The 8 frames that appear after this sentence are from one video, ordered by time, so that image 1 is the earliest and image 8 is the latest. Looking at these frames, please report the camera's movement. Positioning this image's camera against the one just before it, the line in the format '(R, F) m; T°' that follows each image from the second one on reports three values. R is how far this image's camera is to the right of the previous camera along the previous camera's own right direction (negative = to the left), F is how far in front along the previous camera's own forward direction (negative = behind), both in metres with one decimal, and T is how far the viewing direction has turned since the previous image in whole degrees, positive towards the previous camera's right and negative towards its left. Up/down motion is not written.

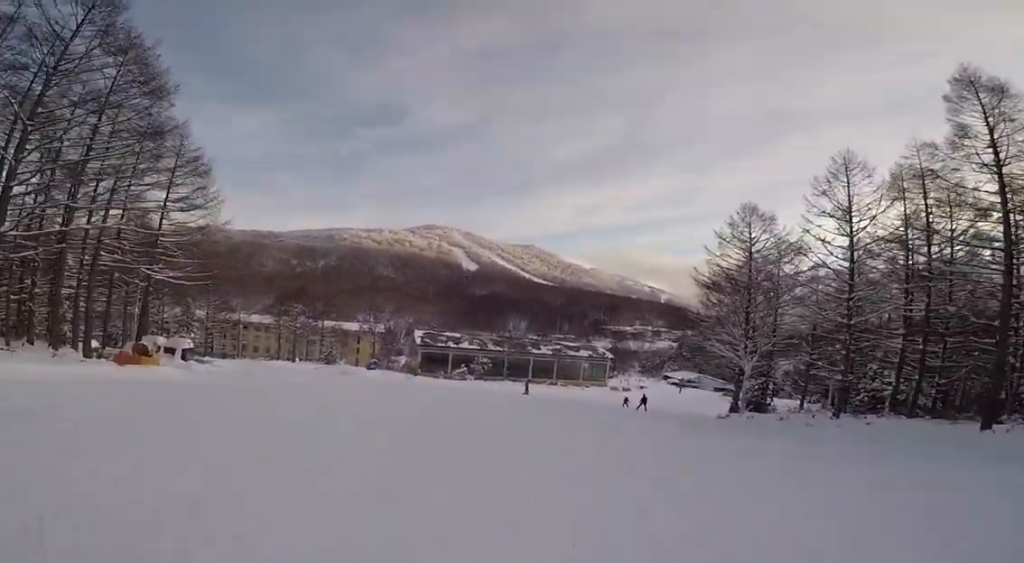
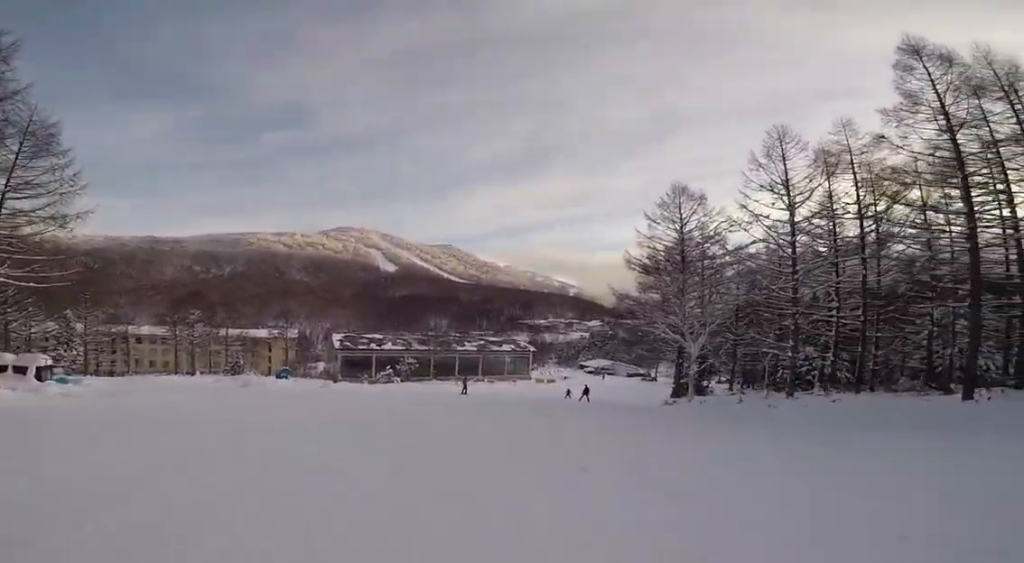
(+0.1, +5.1) m; +1°
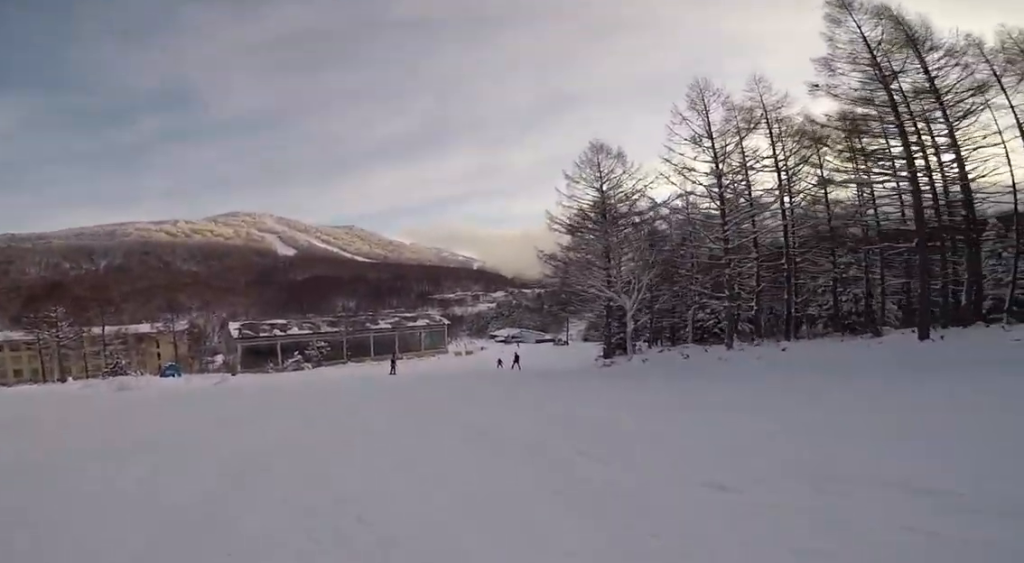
(0.0, +4.5) m; 0°
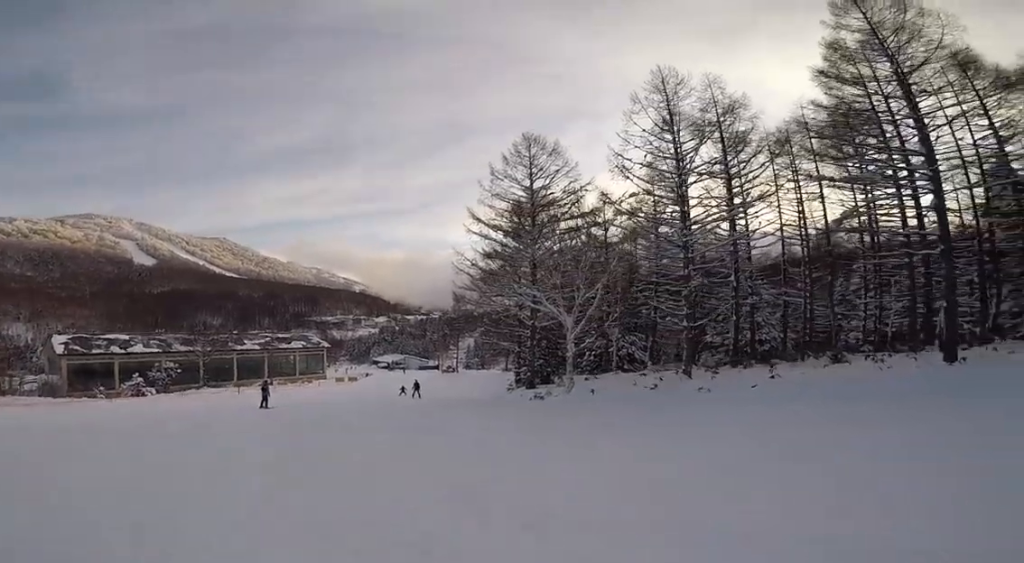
(0.0, +9.7) m; +10°
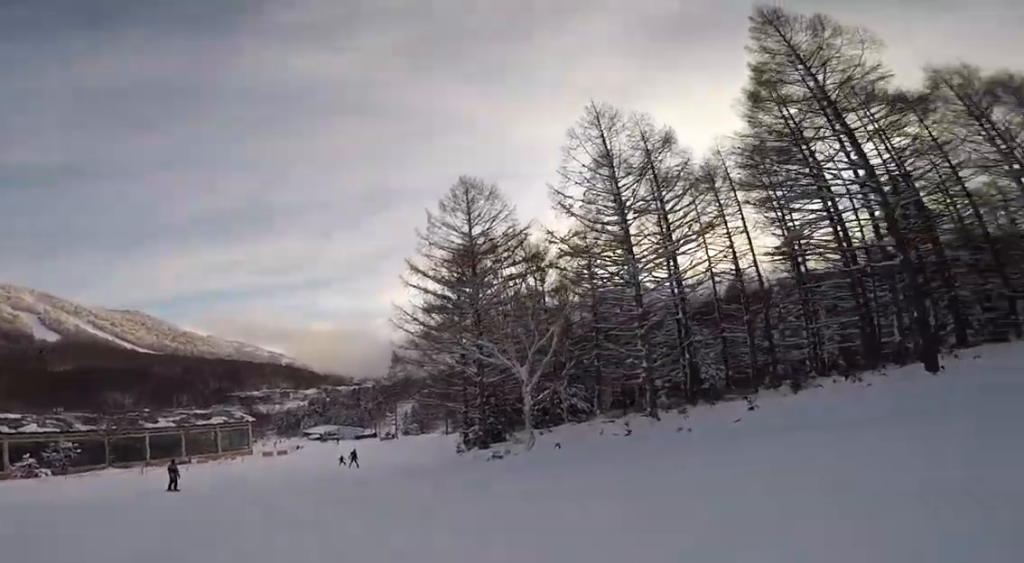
(+0.6, +3.3) m; +2°
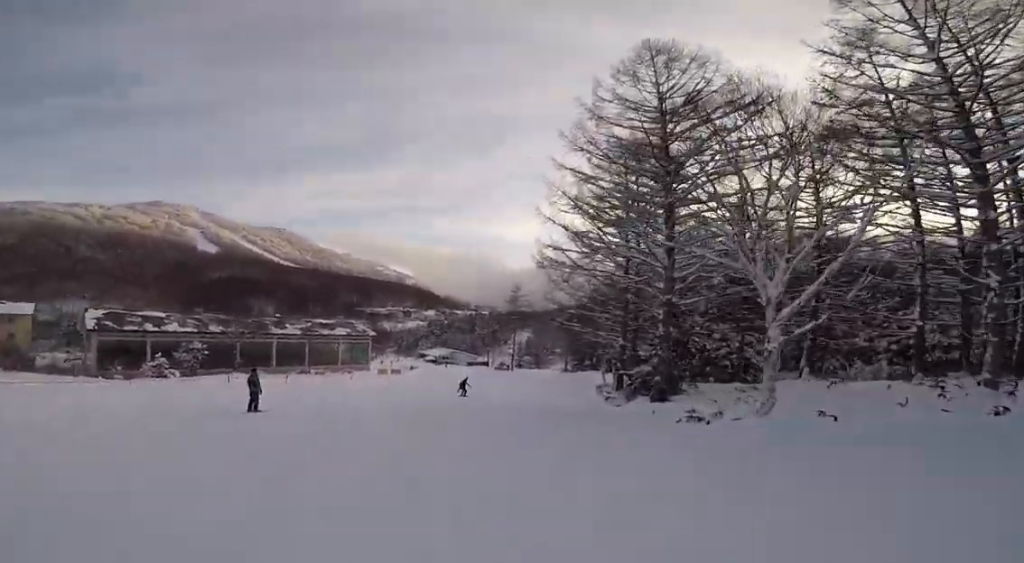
(+0.6, +8.3) m; -5°
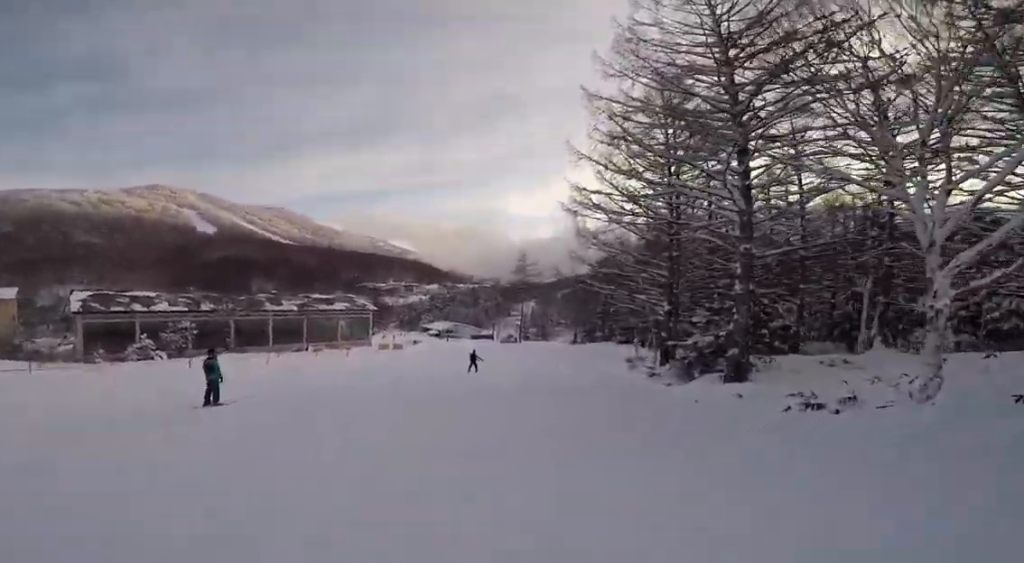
(-0.1, +4.7) m; -9°
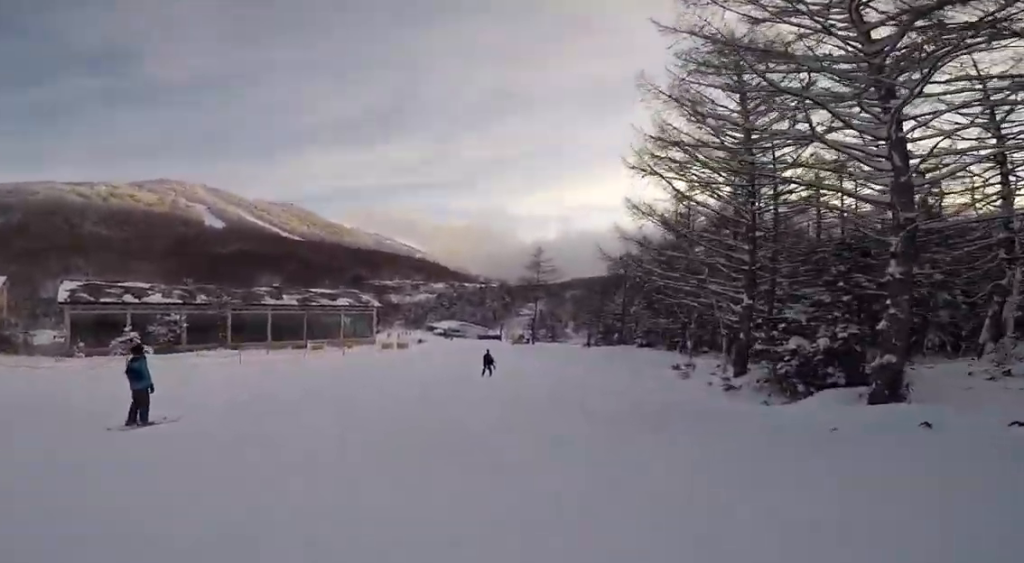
(-0.8, +4.9) m; -3°
